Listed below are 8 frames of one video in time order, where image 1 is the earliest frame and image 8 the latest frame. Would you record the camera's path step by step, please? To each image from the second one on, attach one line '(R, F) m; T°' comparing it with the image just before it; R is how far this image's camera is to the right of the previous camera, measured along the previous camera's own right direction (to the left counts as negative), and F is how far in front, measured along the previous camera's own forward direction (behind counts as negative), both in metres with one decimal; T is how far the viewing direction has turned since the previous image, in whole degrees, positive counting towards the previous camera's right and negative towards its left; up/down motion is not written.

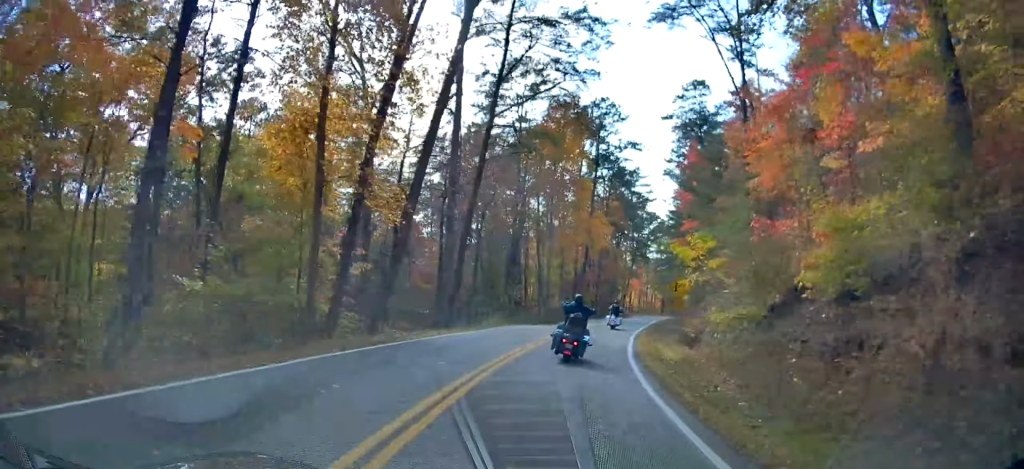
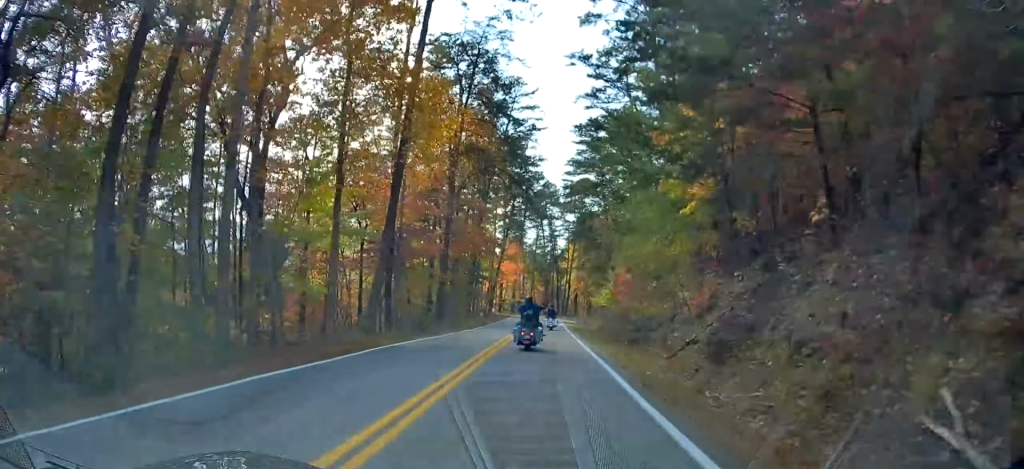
(+2.2, +43.2) m; +6°
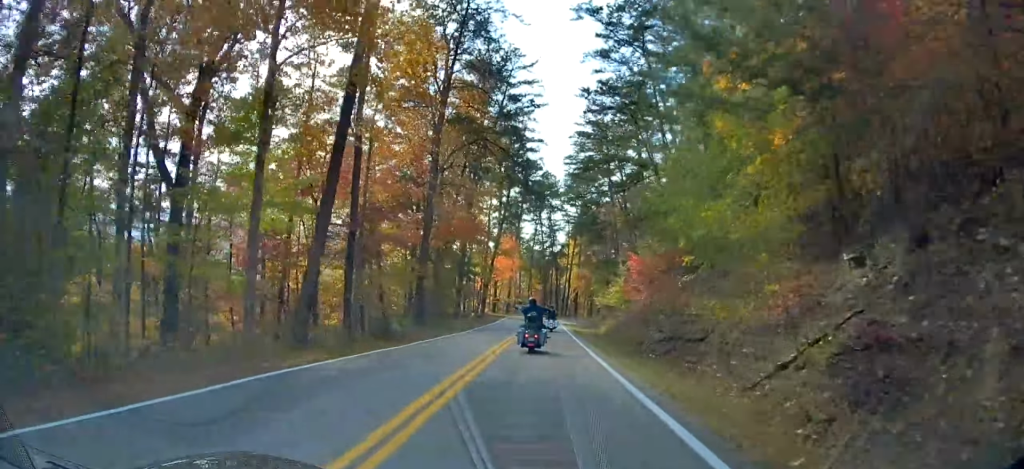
(+0.1, +7.8) m; 0°
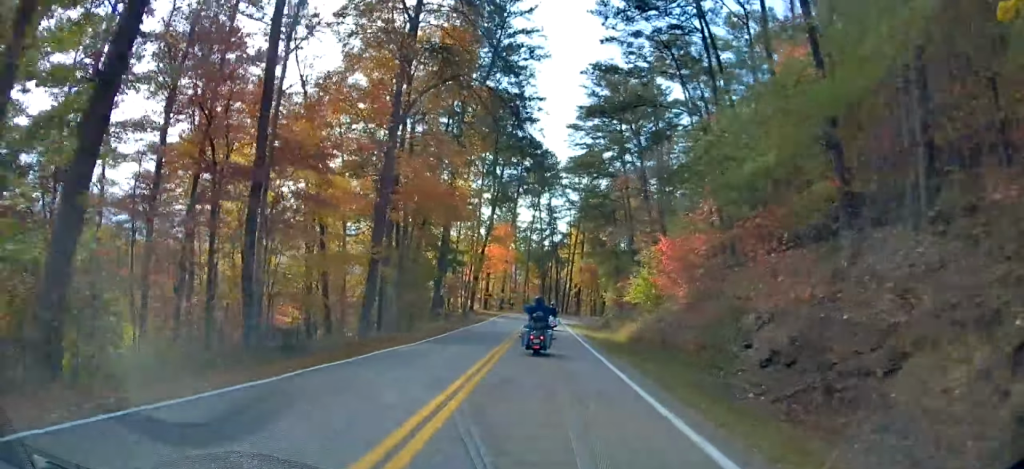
(-0.2, +10.6) m; 0°
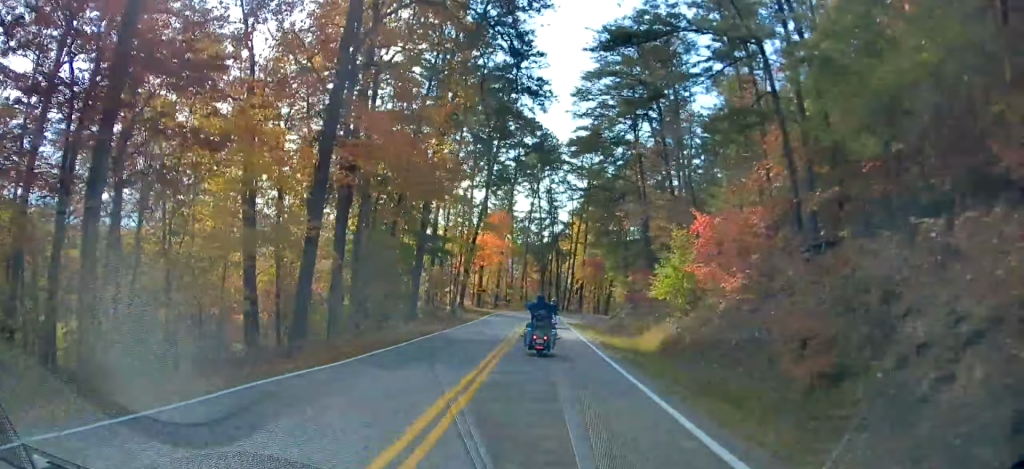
(0.0, +7.7) m; 0°
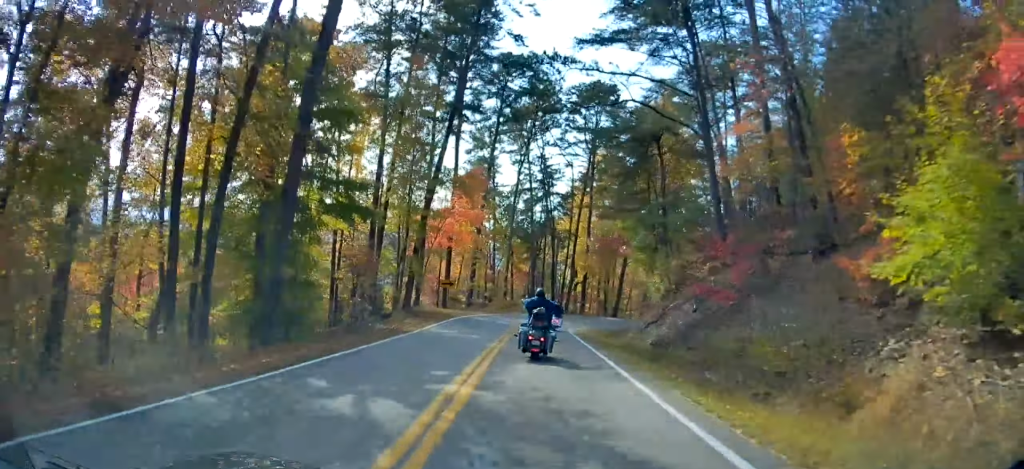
(+0.5, +19.6) m; +3°
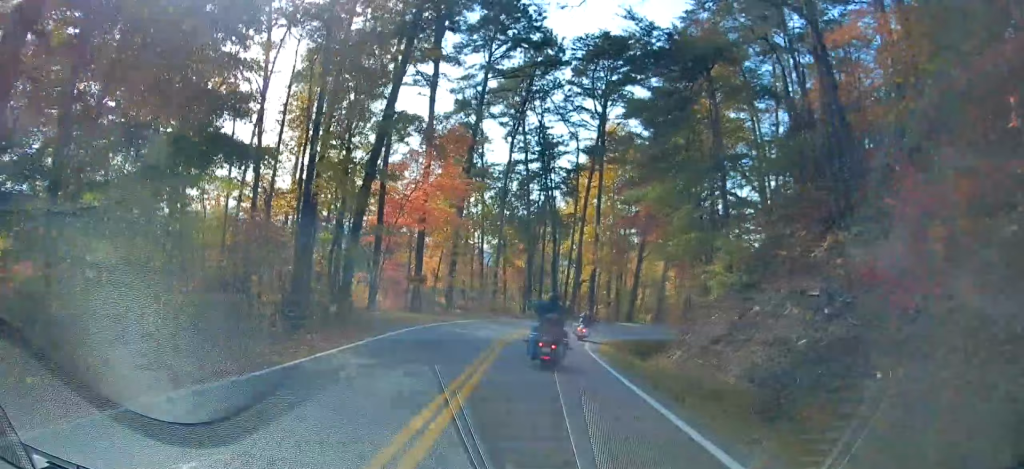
(+0.3, +11.9) m; +2°
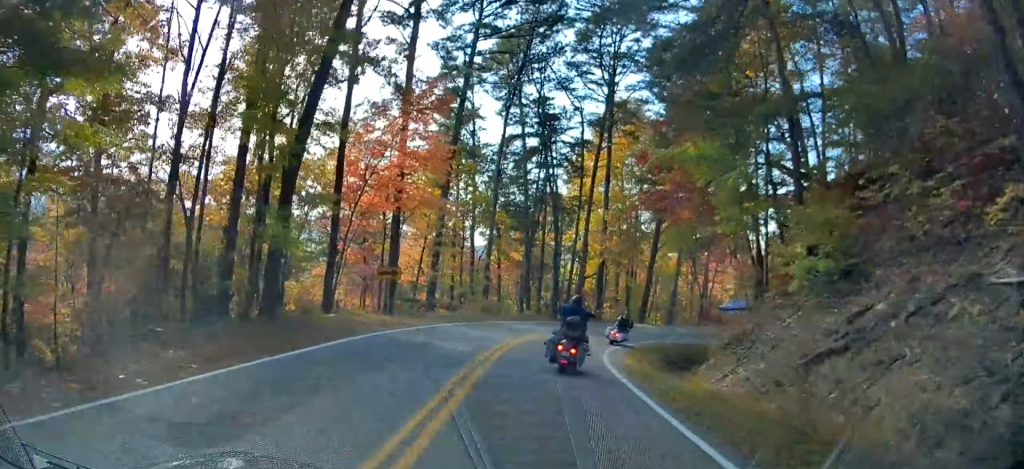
(0.0, +6.9) m; +1°
